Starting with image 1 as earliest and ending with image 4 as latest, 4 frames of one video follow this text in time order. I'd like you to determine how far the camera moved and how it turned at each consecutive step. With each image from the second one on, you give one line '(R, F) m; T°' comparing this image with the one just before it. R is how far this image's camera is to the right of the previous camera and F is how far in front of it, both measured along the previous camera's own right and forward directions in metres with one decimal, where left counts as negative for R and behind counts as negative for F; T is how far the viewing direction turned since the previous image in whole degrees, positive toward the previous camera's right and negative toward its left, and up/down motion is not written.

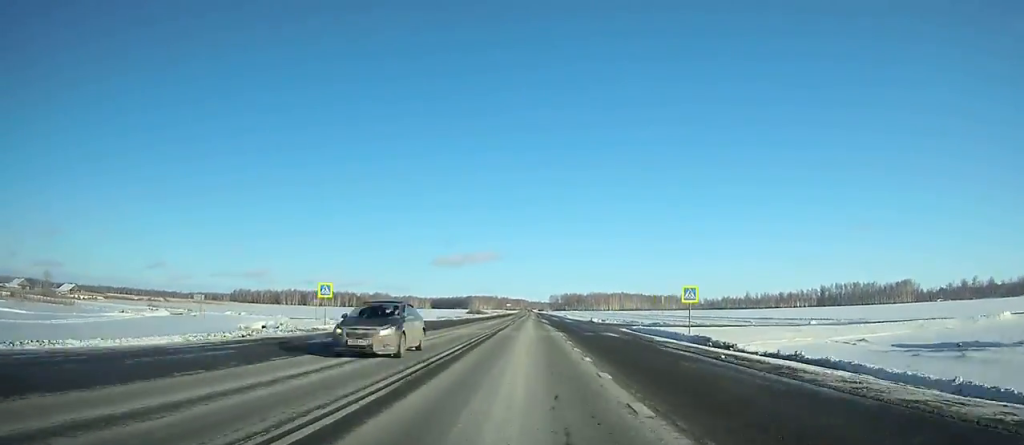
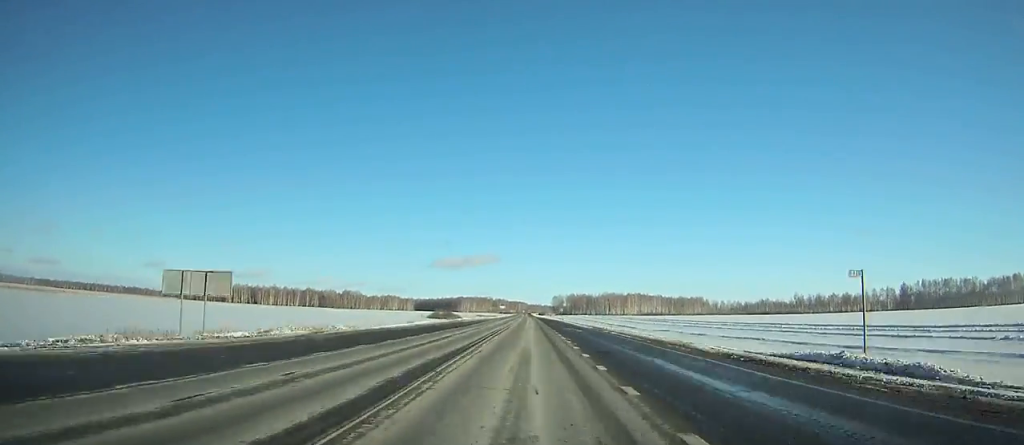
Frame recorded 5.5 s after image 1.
(+0.6, +147.5) m; 0°
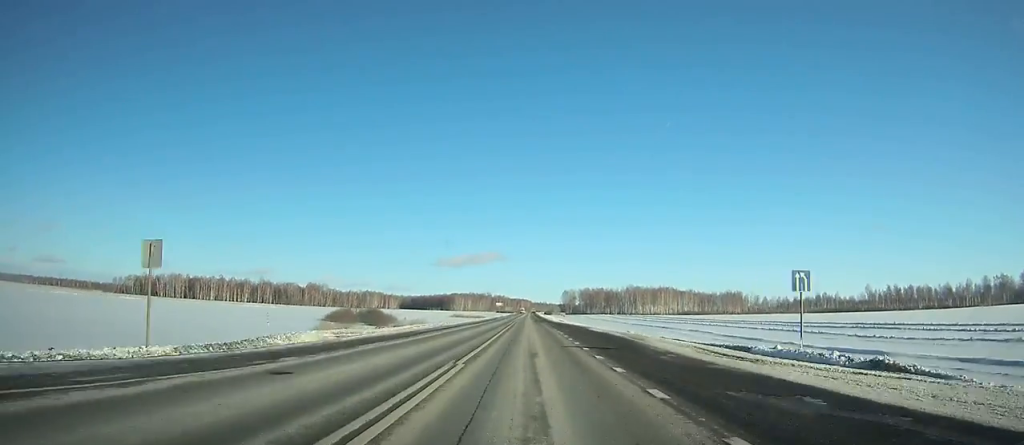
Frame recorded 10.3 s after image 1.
(-0.7, +135.7) m; -1°
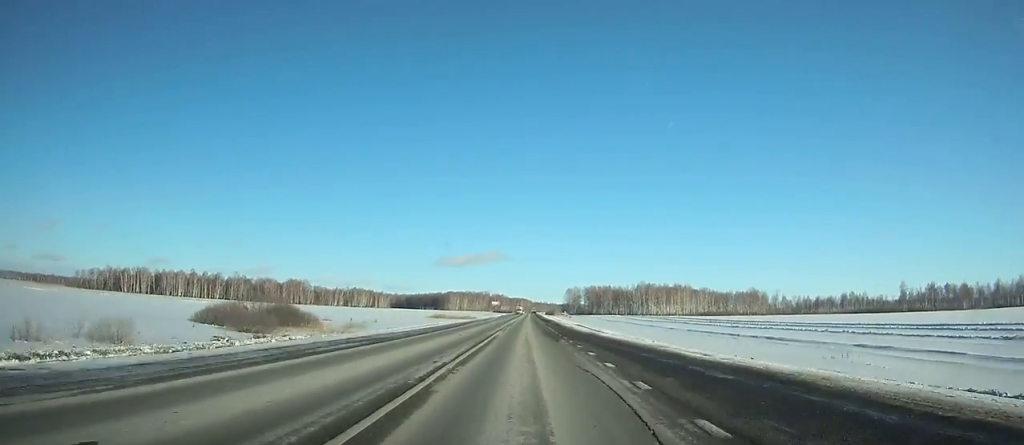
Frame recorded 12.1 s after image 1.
(-0.1, +50.4) m; 0°
